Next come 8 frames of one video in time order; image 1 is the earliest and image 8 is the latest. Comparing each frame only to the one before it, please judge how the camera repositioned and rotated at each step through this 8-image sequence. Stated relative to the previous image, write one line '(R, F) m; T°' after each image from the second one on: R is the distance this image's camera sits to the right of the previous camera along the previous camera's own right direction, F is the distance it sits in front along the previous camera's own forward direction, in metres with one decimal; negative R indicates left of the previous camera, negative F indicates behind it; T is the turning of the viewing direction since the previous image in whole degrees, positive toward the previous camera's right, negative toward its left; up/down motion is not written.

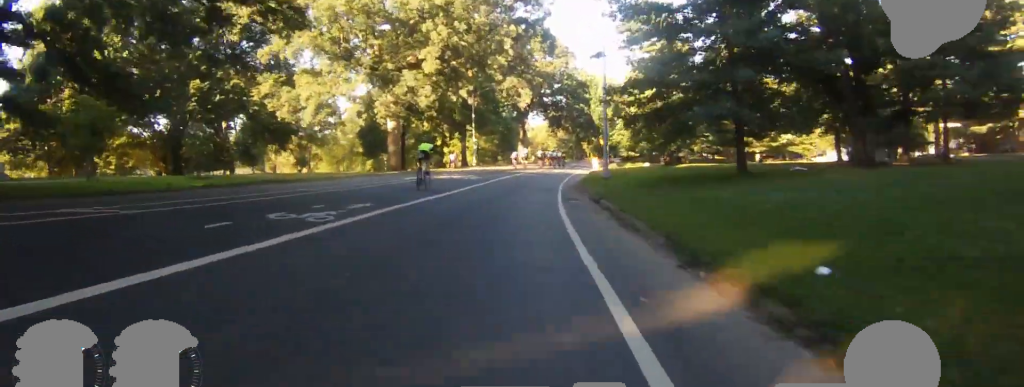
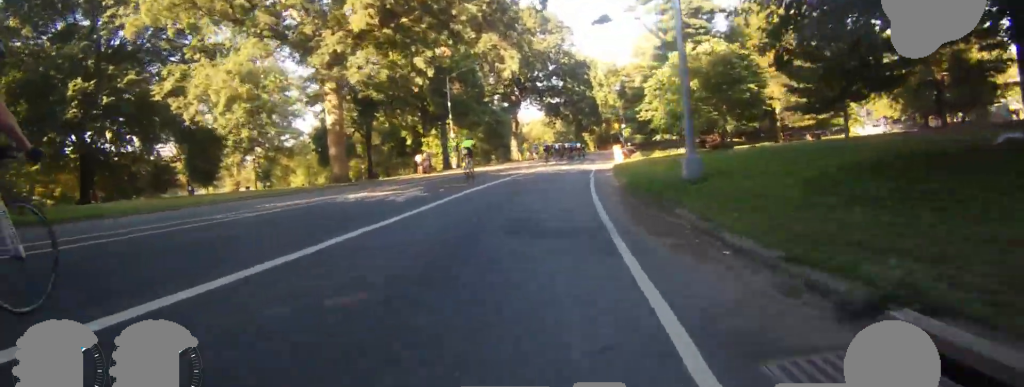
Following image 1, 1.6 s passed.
(0.0, +15.2) m; +1°
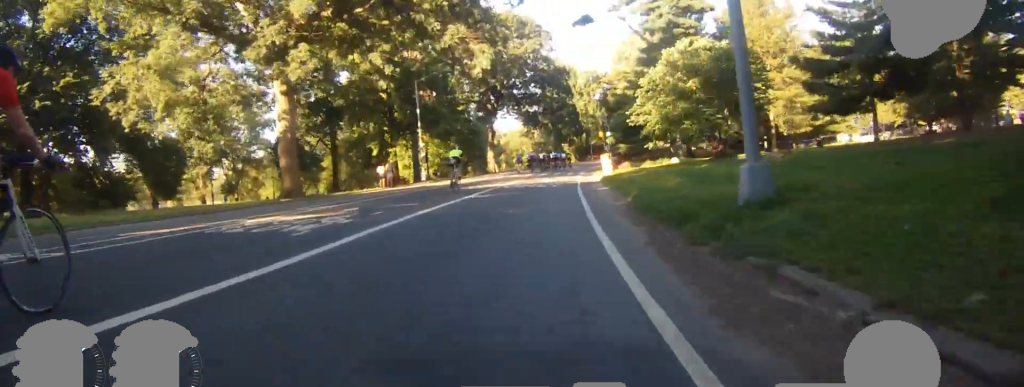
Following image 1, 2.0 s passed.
(0.0, +4.6) m; +1°
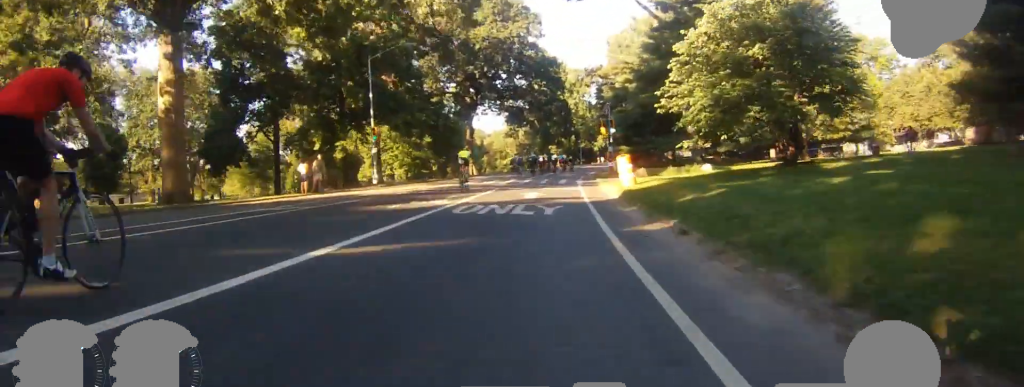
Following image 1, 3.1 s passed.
(+0.3, +10.9) m; +1°
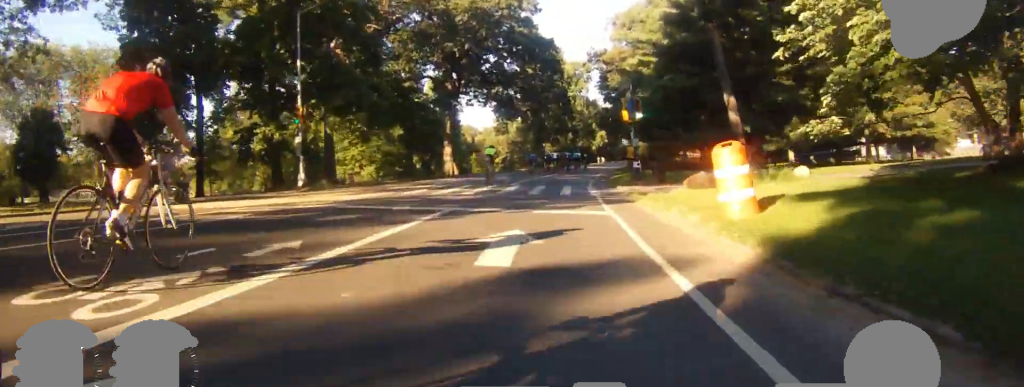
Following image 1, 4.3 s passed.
(0.0, +11.8) m; +1°
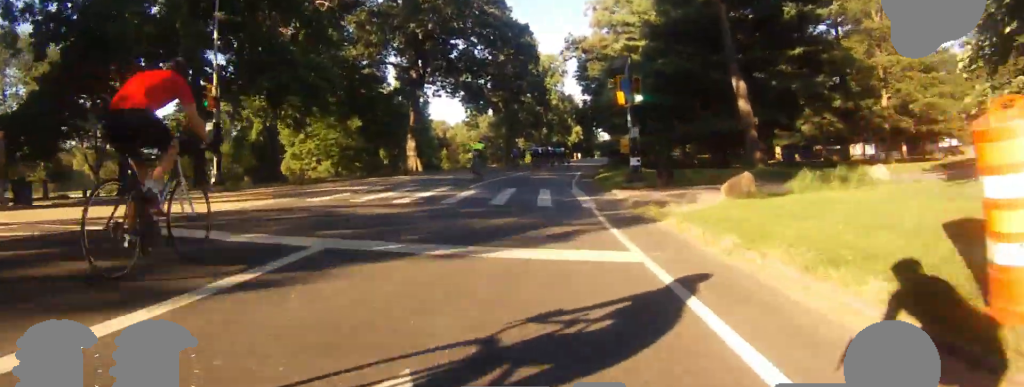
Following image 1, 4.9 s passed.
(-0.1, +5.9) m; +1°
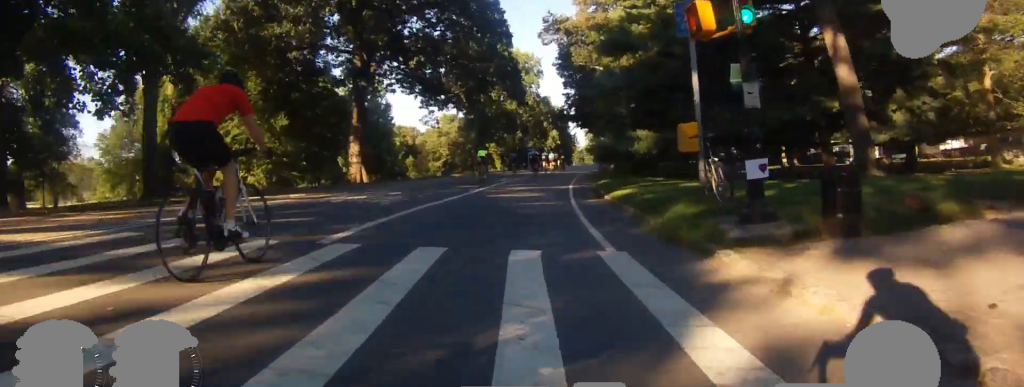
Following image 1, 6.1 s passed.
(+0.4, +11.3) m; +2°
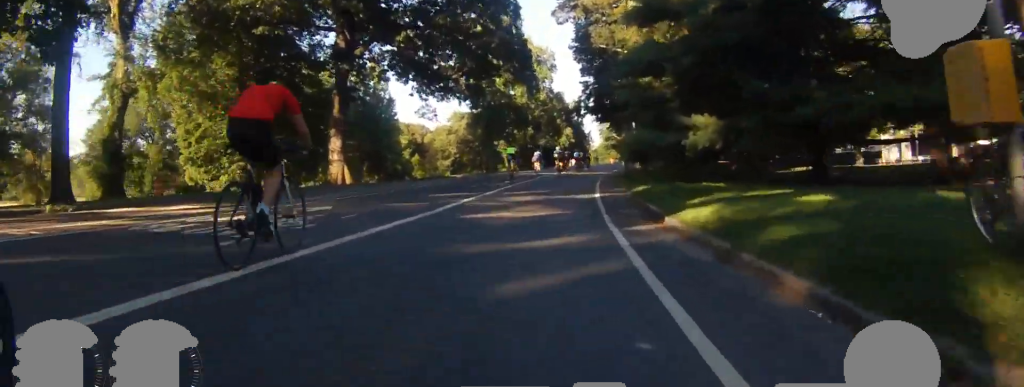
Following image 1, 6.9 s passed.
(0.0, +7.0) m; 0°
